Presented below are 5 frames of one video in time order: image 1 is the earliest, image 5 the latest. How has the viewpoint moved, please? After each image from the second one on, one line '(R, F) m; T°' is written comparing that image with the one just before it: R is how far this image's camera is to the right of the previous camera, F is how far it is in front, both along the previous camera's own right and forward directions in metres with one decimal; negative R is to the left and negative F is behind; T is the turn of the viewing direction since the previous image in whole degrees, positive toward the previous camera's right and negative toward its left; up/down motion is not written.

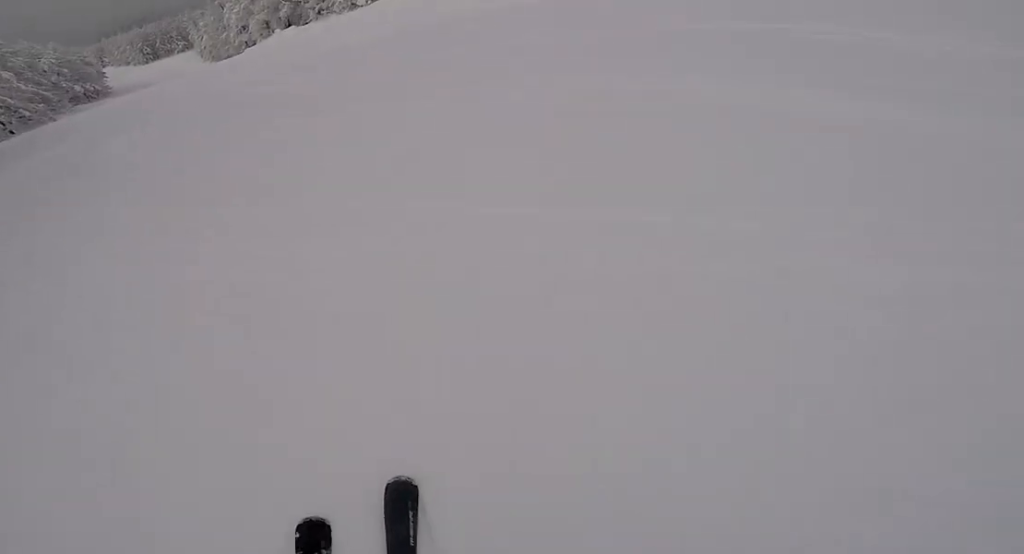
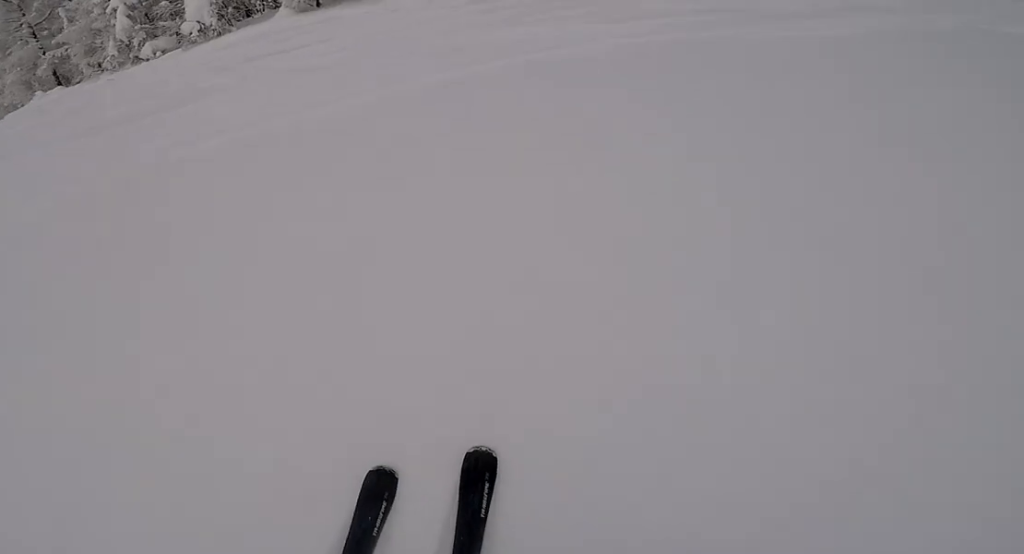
(+1.7, +10.2) m; +17°
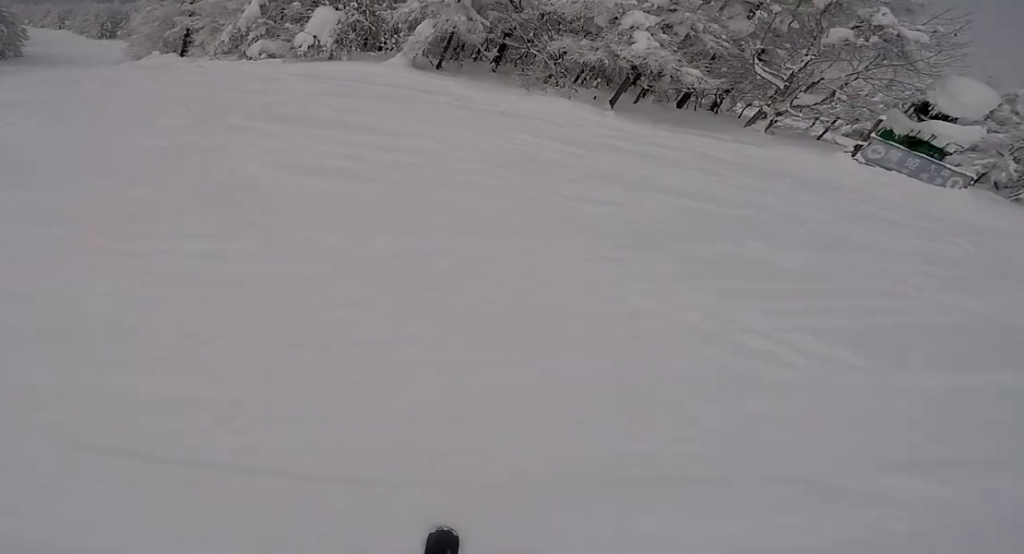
(+0.6, +5.1) m; +5°
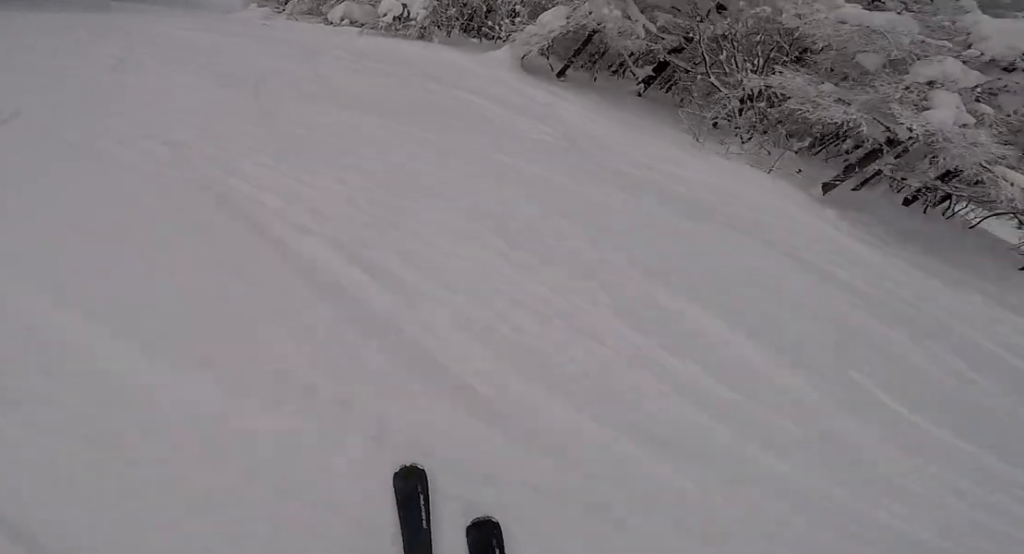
(+0.1, +5.7) m; -10°
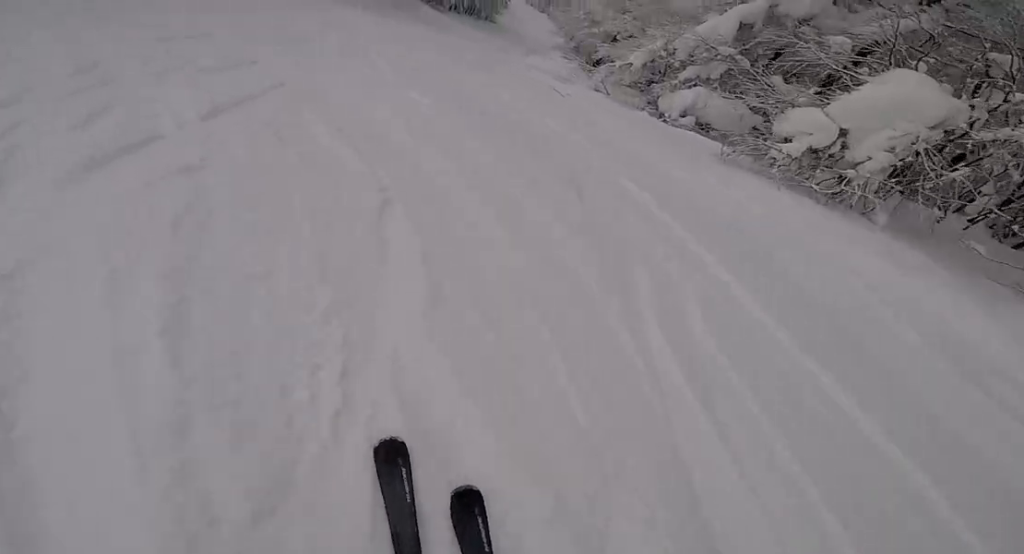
(-1.6, +7.4) m; -26°
